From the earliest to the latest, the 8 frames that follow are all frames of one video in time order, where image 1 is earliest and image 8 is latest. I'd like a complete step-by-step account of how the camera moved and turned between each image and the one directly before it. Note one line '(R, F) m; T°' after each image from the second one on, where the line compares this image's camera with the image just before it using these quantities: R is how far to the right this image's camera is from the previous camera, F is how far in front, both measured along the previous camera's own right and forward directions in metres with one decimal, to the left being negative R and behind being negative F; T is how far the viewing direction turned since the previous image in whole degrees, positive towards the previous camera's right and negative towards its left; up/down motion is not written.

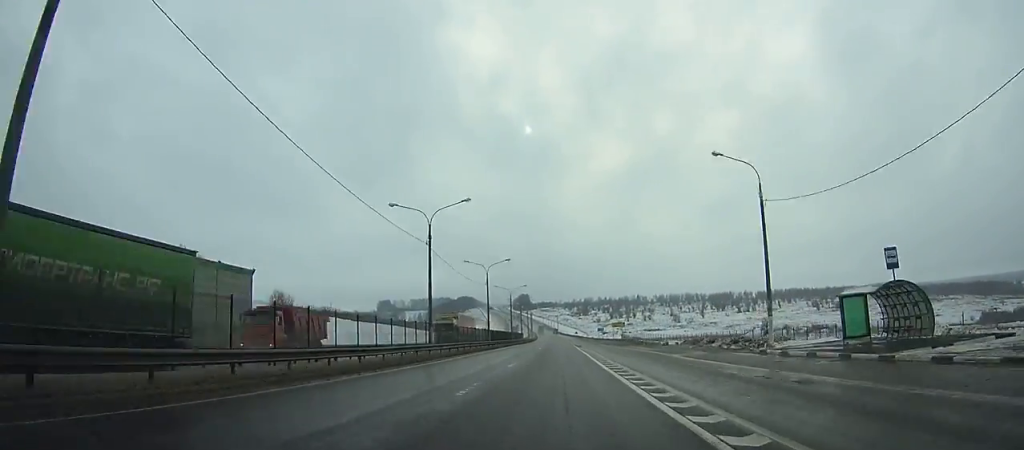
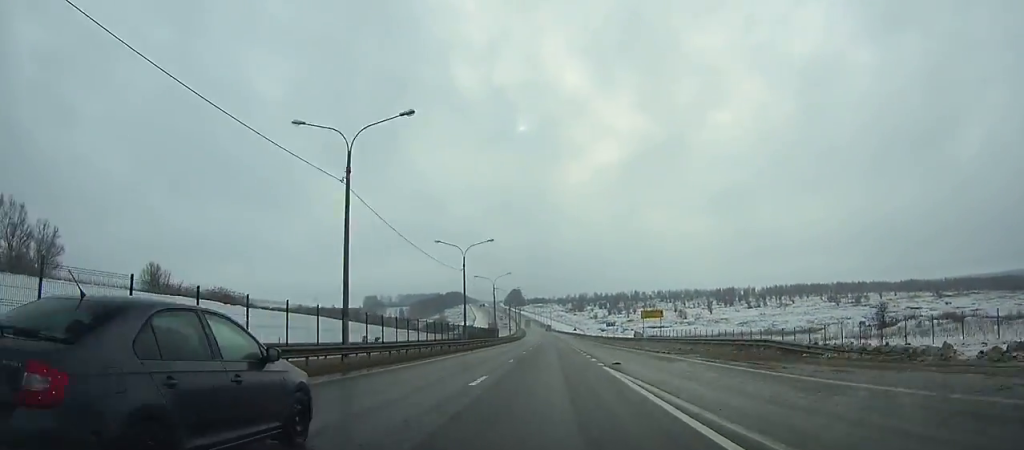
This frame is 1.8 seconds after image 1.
(0.0, +46.9) m; 0°
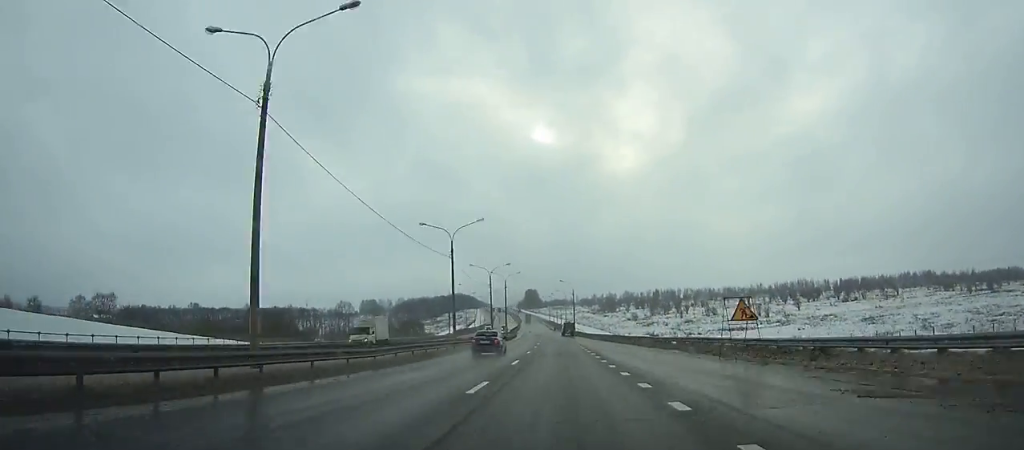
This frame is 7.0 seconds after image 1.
(-1.6, +136.1) m; -1°
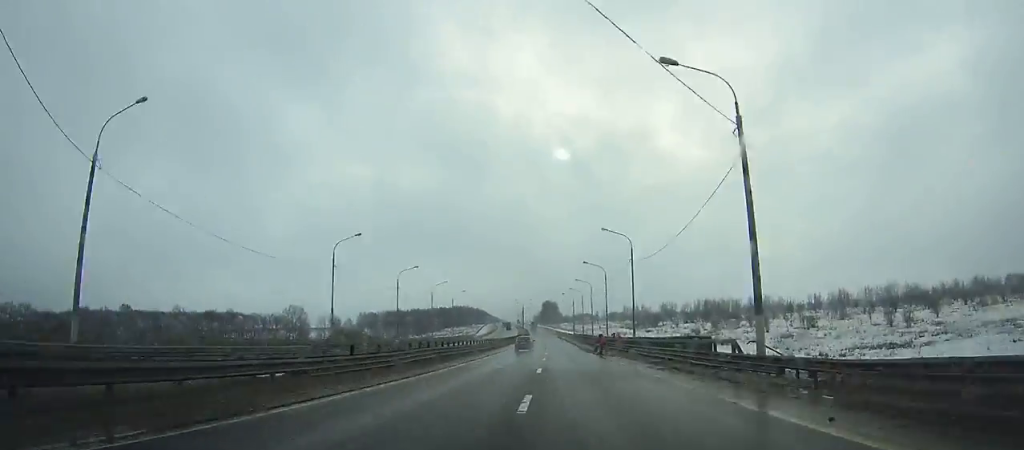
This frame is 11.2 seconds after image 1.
(-1.2, +110.5) m; -2°
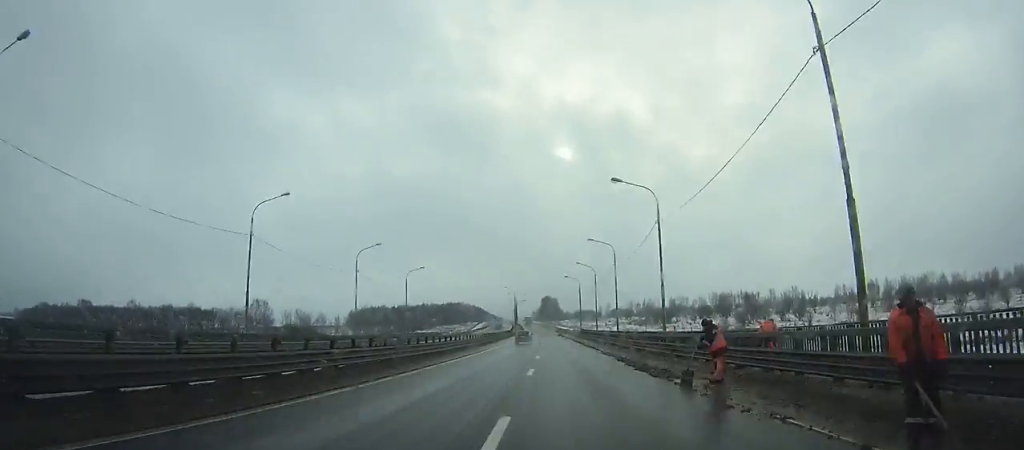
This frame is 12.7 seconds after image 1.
(-0.5, +39.3) m; -1°
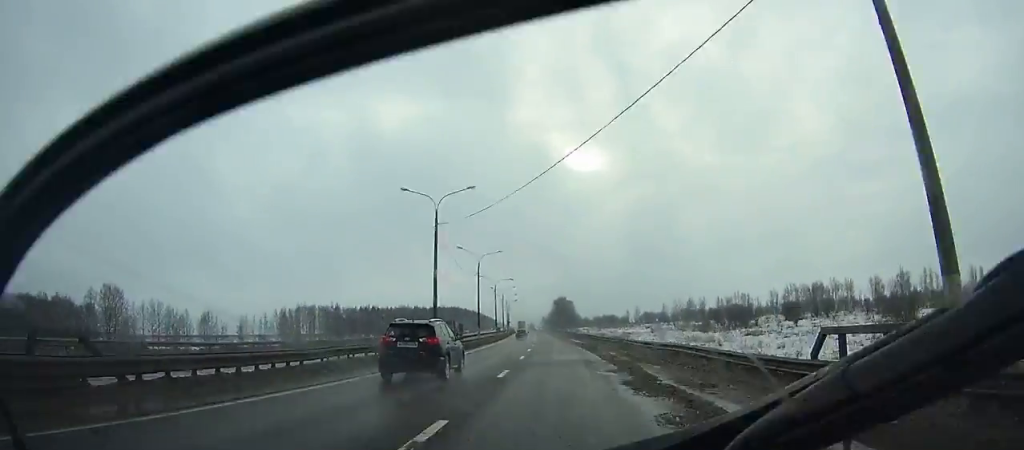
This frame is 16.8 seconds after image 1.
(-1.2, +106.5) m; -2°
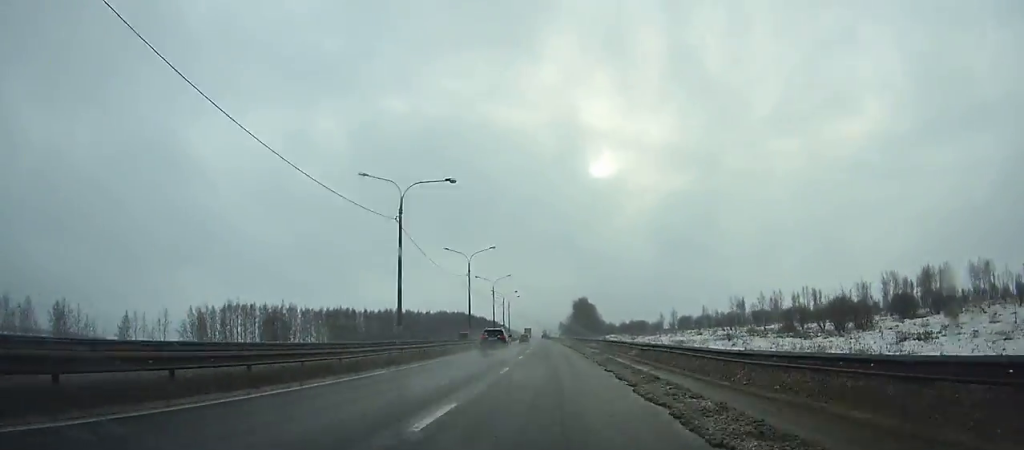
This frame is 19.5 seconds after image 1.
(-1.5, +69.1) m; -1°
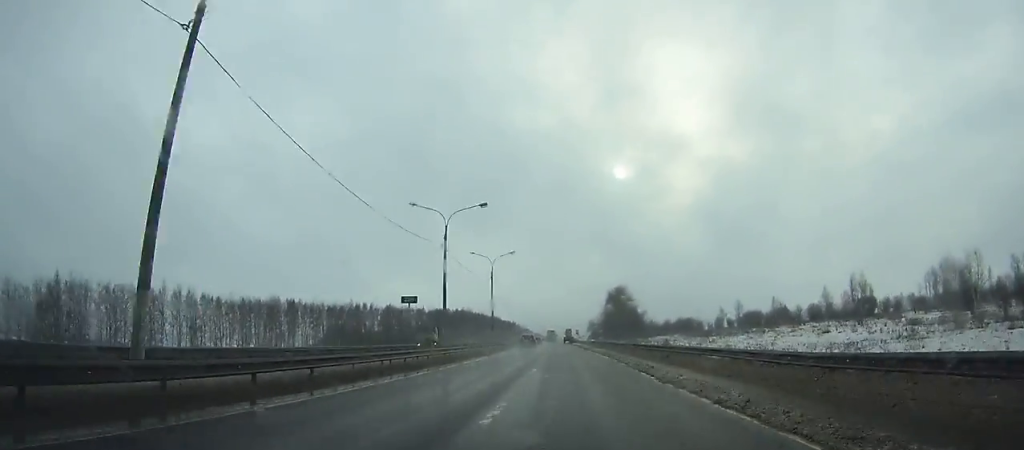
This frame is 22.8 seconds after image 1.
(-0.6, +83.5) m; -2°
